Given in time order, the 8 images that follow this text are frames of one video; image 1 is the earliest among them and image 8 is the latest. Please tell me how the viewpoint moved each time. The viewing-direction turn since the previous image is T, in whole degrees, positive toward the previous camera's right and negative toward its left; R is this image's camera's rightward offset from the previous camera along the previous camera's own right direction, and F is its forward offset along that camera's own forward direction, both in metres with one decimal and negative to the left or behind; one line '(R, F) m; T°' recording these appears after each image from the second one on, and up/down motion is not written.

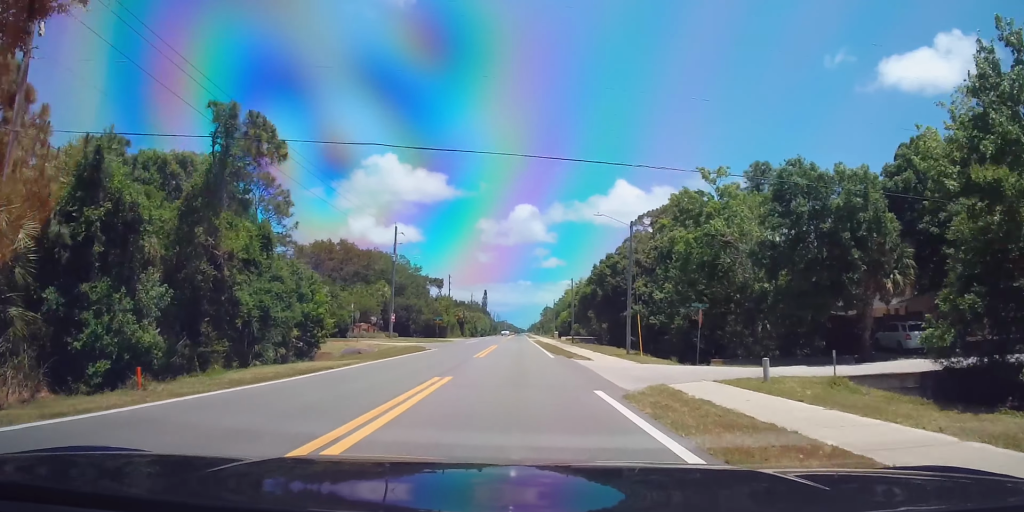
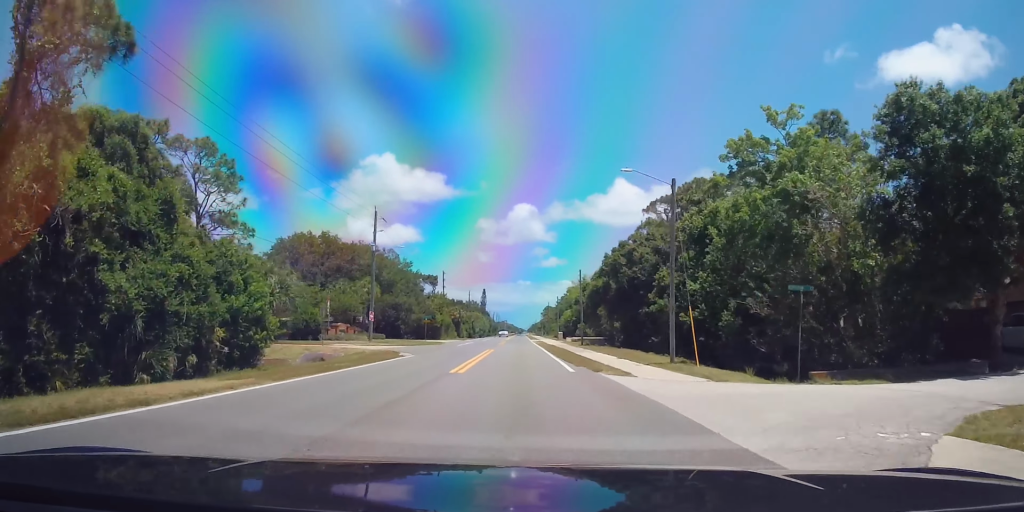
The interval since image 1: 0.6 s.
(0.0, +10.4) m; 0°
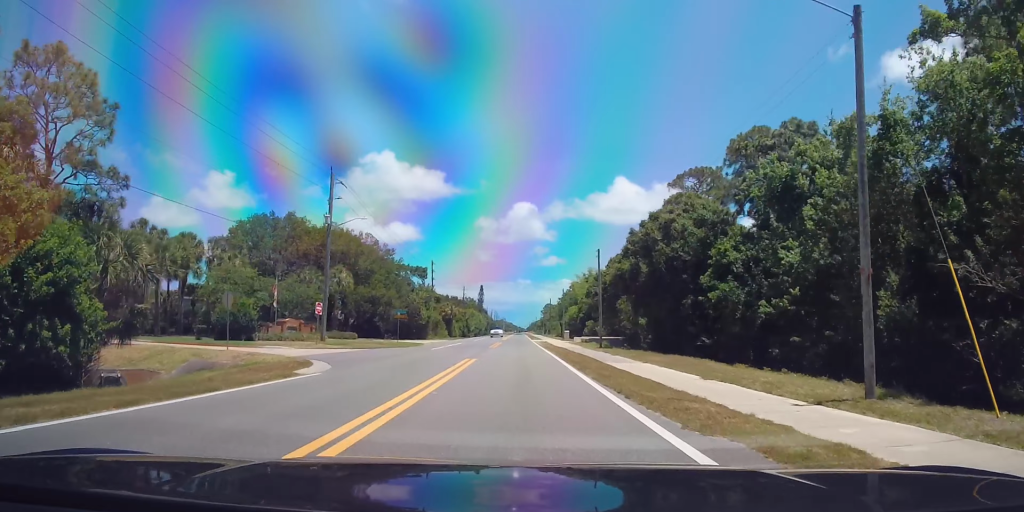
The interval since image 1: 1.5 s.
(0.0, +15.6) m; -2°
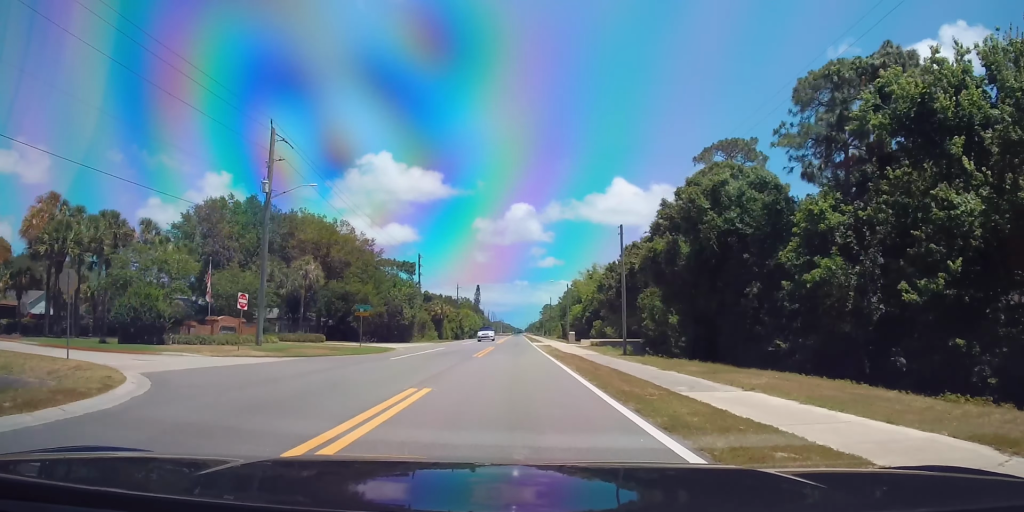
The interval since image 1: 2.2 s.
(-0.3, +12.2) m; 0°
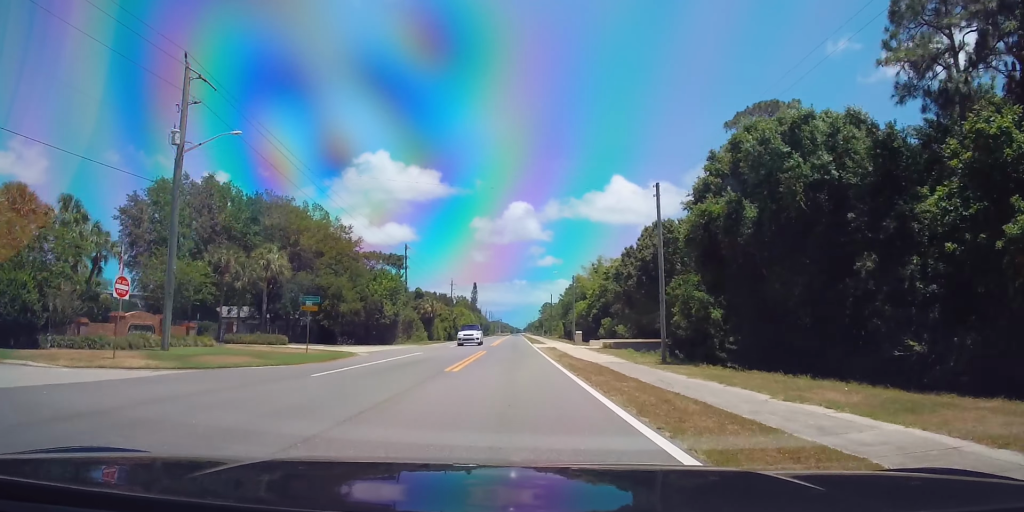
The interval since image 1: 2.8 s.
(-0.1, +10.4) m; 0°
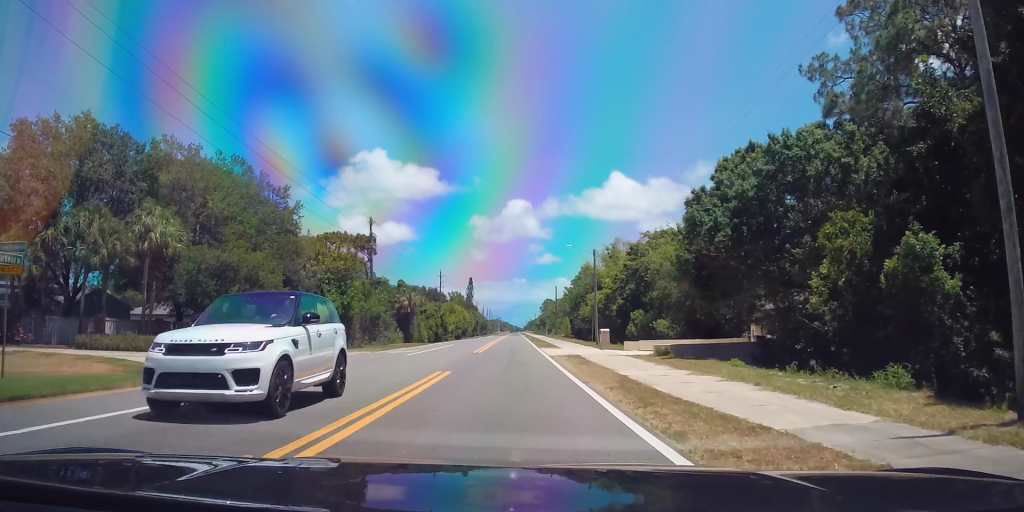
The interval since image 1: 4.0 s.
(+0.5, +20.2) m; +1°
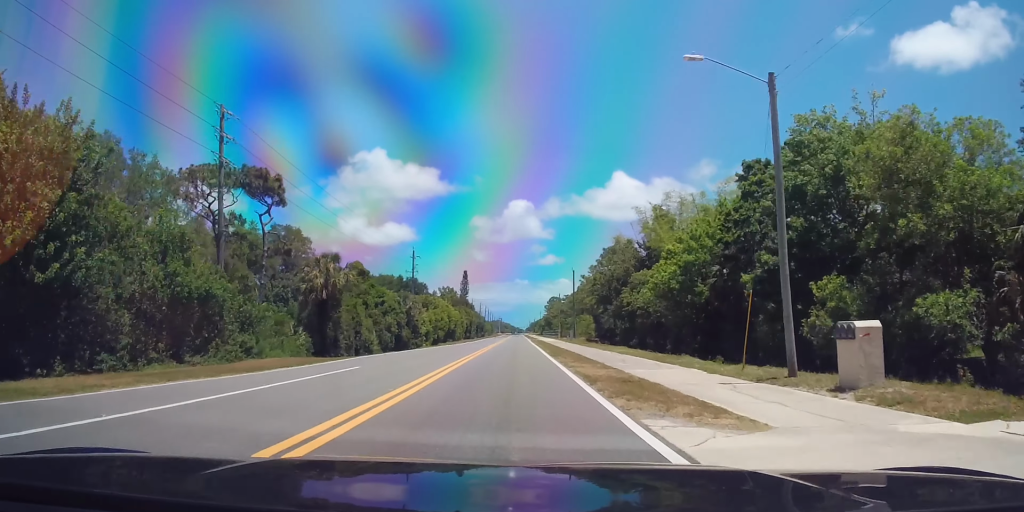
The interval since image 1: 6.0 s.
(0.0, +35.1) m; -1°
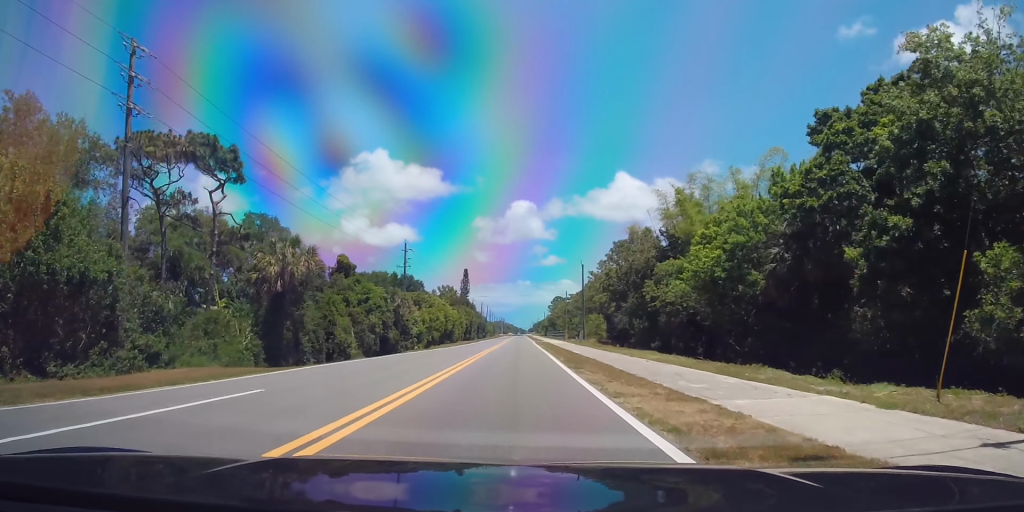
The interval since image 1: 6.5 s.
(+0.1, +9.0) m; -1°
